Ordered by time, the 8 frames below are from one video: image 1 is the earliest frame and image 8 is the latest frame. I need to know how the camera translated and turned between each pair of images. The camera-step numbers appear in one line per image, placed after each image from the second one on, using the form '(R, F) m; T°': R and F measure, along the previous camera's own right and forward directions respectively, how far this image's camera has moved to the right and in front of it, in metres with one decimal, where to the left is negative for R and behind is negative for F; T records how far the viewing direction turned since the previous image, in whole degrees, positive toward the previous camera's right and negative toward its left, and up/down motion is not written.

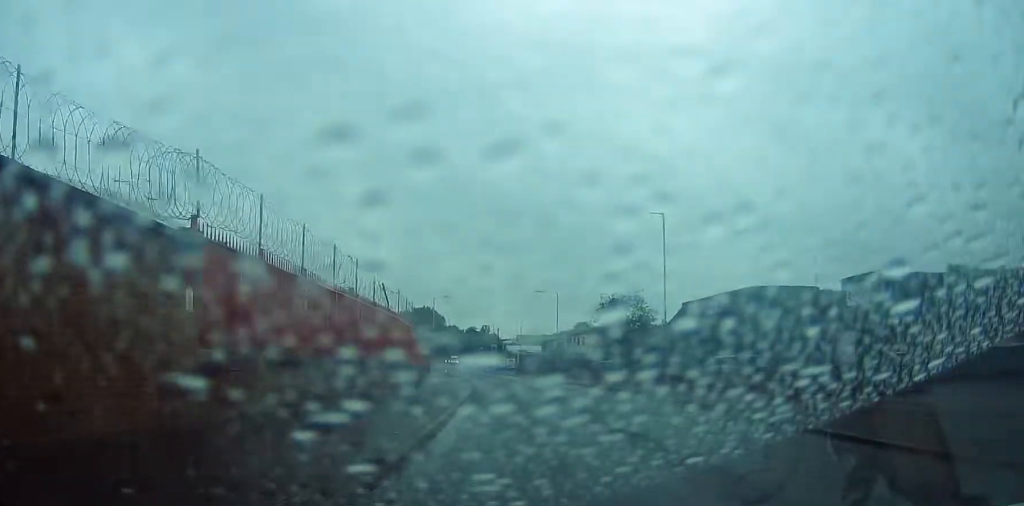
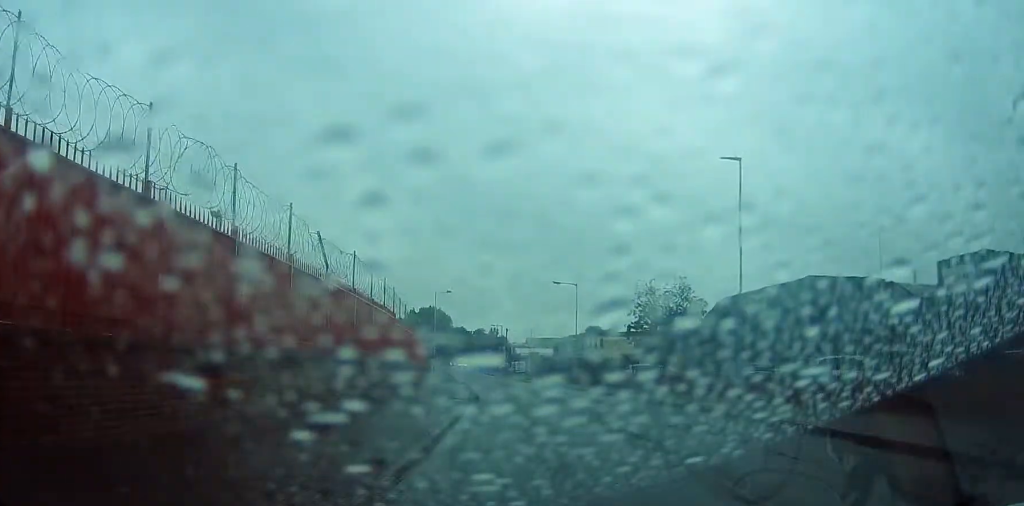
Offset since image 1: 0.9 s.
(0.0, +10.3) m; -1°
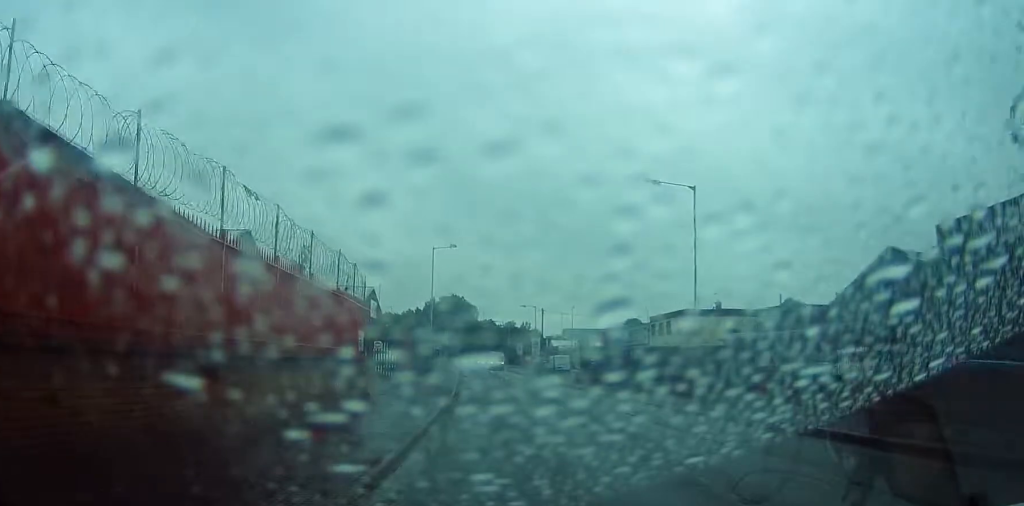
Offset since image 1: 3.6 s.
(-1.0, +31.0) m; -2°
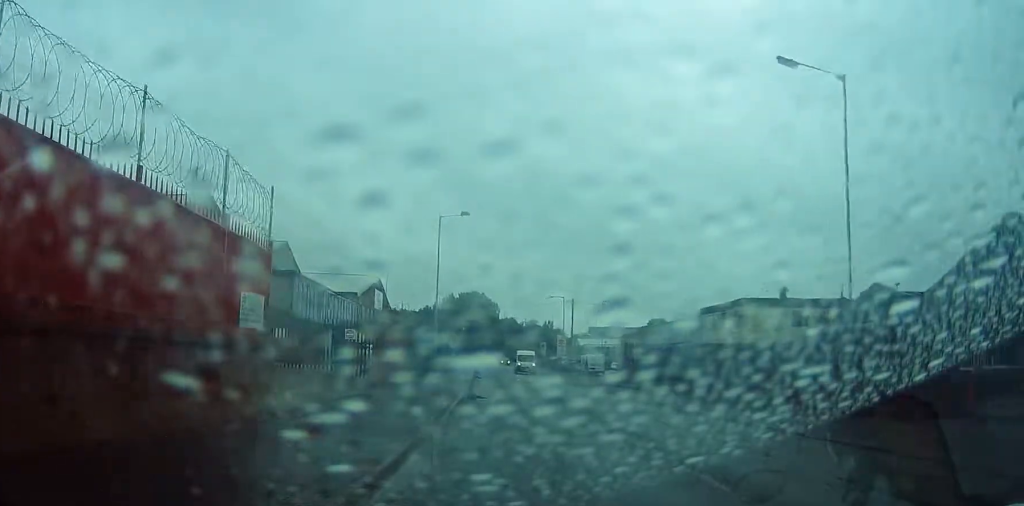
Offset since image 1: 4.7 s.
(+0.1, +11.7) m; -1°
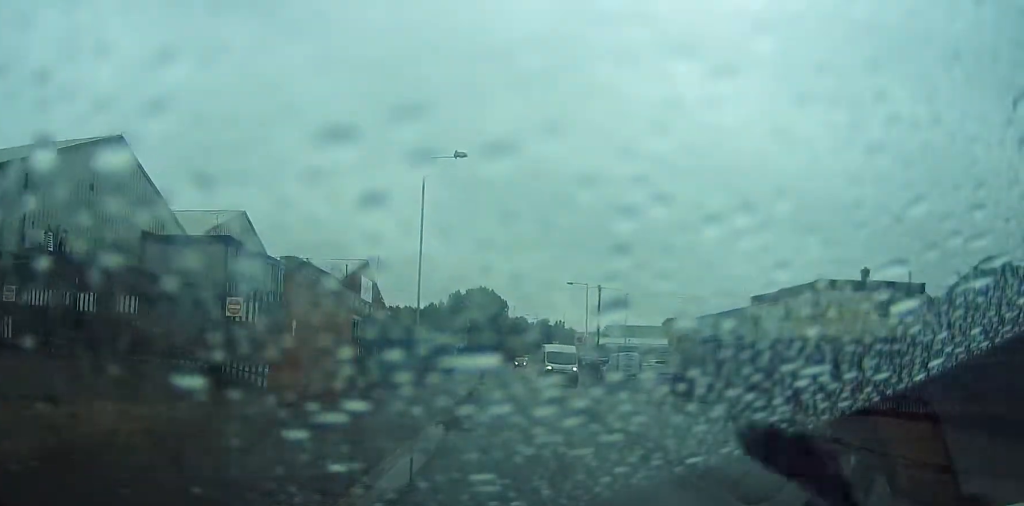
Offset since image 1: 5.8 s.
(-0.5, +12.7) m; -3°
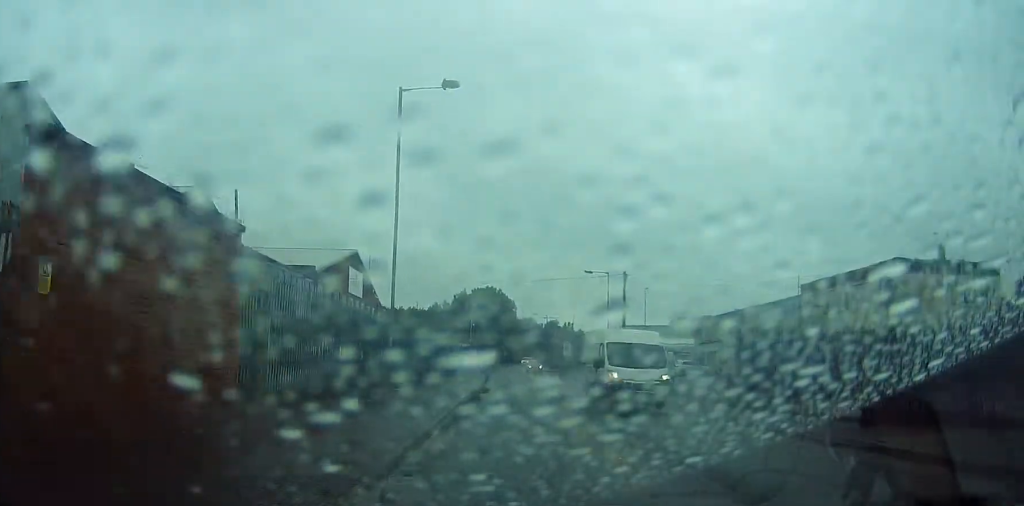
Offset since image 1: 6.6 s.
(-0.3, +8.4) m; 0°
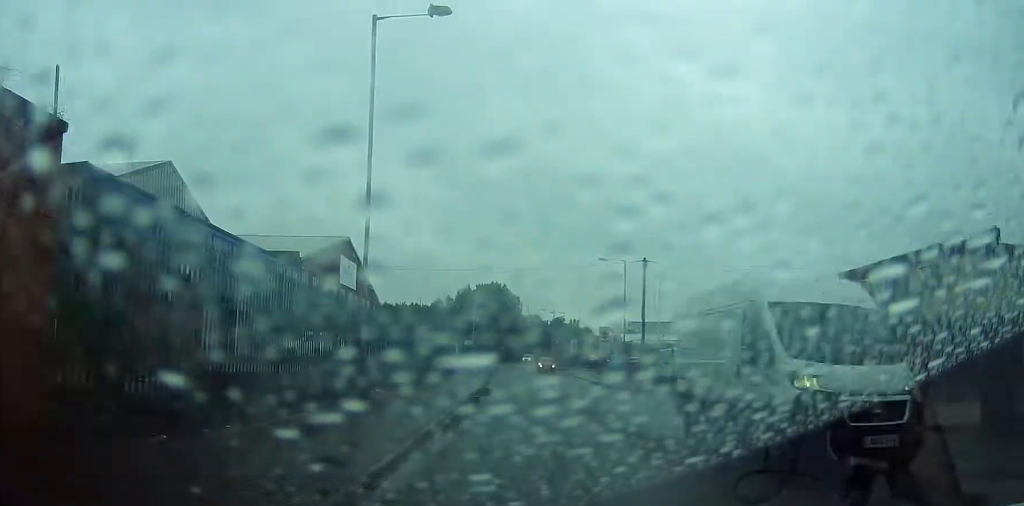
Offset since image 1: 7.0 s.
(+0.2, +5.1) m; 0°
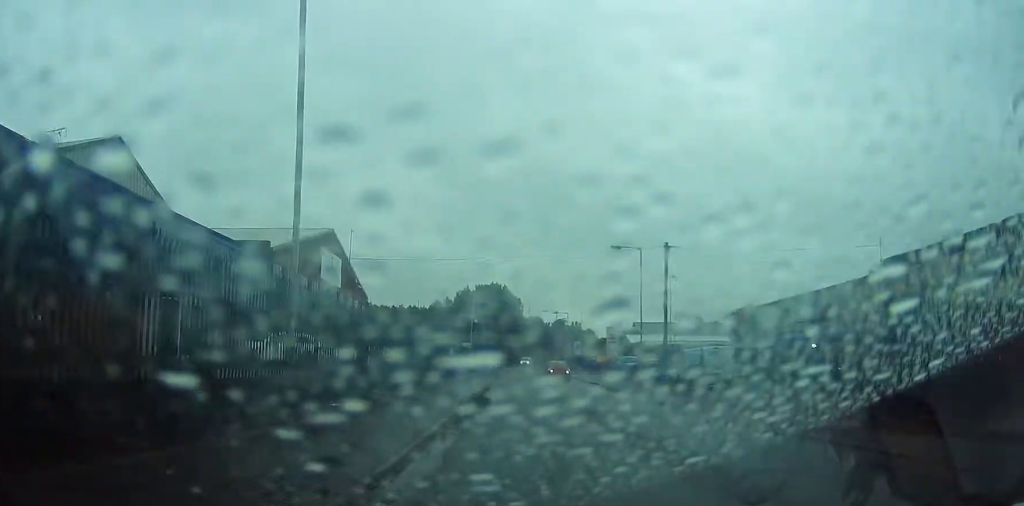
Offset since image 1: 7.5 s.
(+0.2, +5.6) m; 0°
